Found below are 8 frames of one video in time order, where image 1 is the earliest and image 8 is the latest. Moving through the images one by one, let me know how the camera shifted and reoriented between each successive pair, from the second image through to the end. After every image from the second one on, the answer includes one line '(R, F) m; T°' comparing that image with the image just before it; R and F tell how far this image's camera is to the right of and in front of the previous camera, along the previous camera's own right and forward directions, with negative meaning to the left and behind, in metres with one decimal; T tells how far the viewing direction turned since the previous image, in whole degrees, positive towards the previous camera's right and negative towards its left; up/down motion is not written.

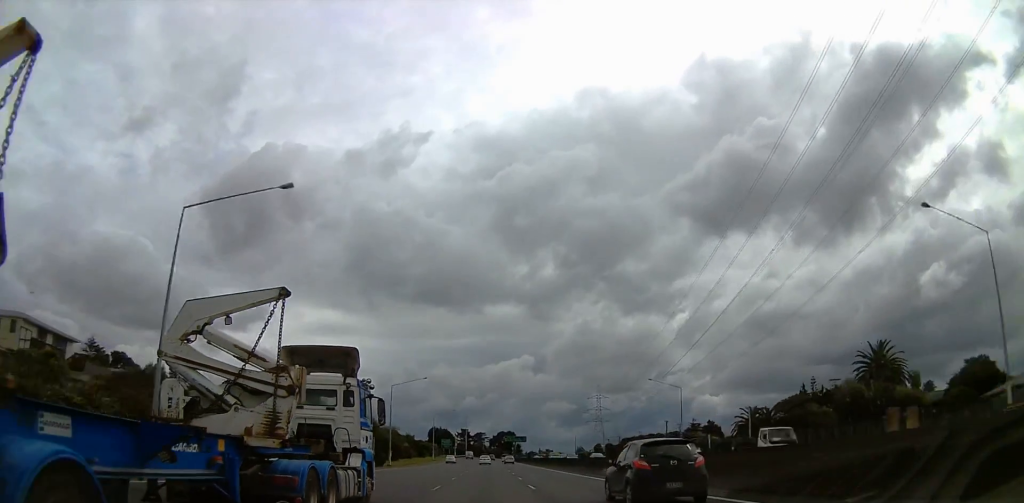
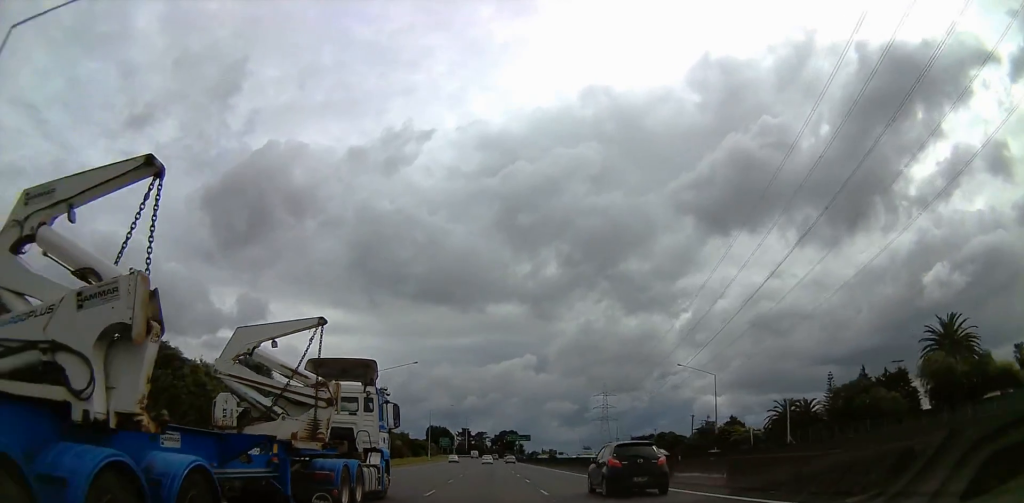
(-0.2, +14.5) m; 0°
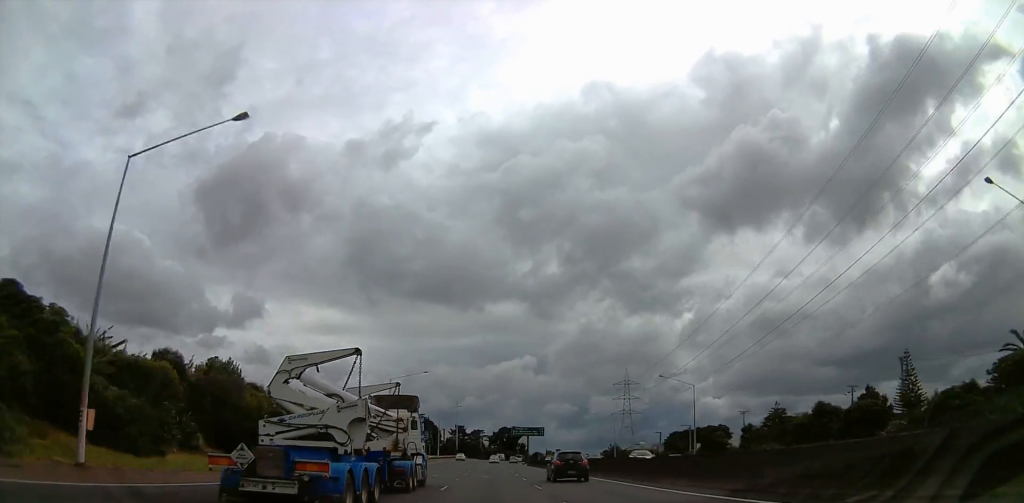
(-0.6, +56.6) m; 0°
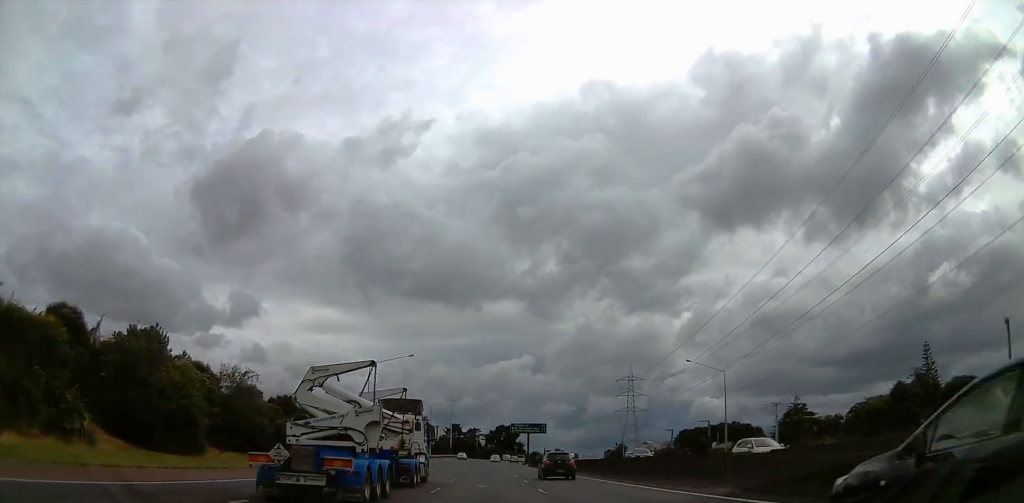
(+0.1, +13.2) m; +2°
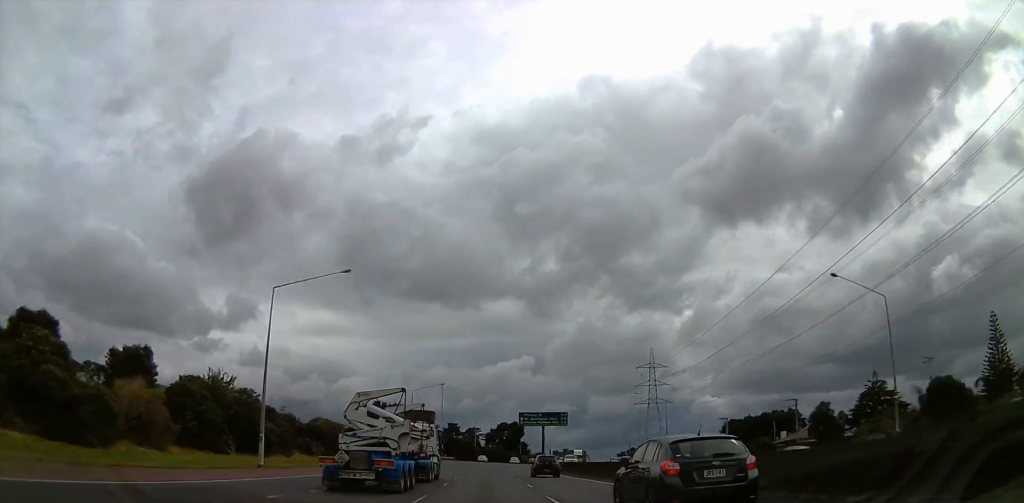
(+1.9, +34.4) m; -1°
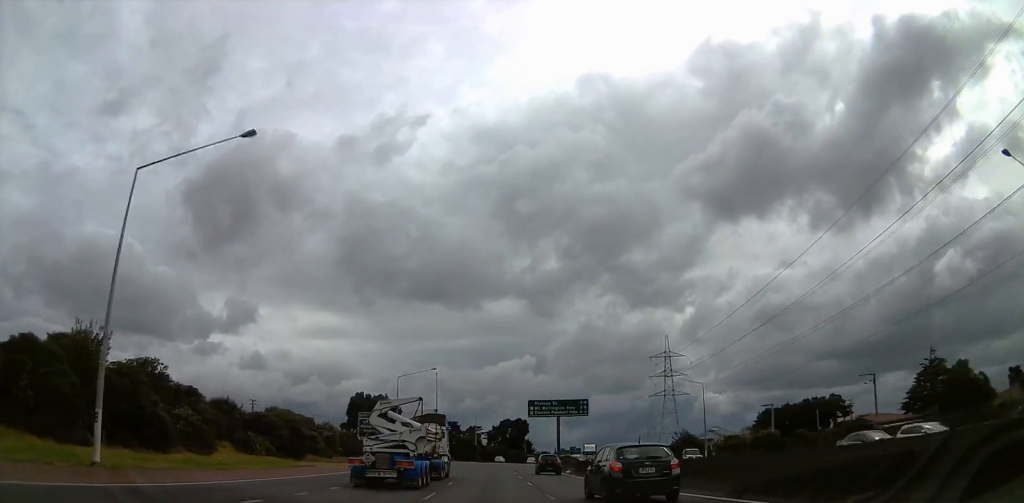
(-1.1, +18.4) m; -2°
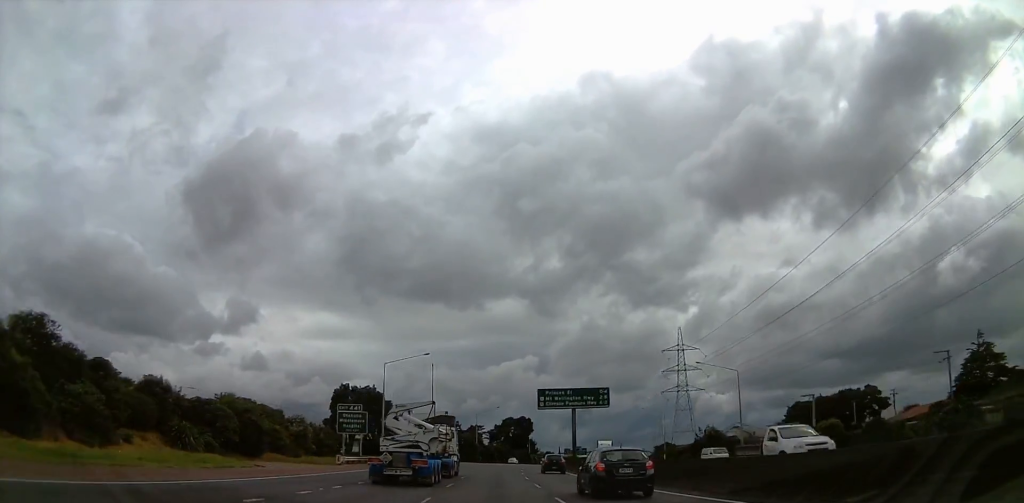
(-0.2, +12.3) m; 0°
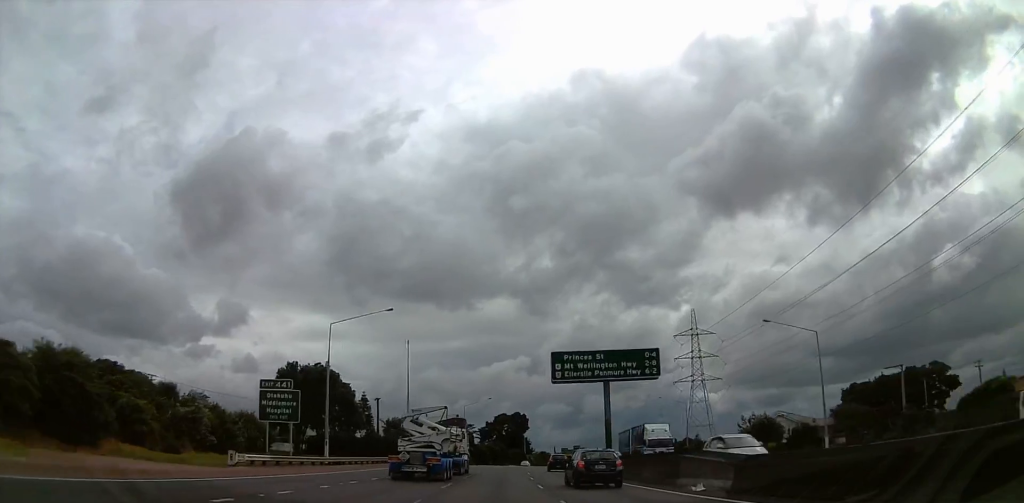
(+0.6, +21.1) m; +2°
